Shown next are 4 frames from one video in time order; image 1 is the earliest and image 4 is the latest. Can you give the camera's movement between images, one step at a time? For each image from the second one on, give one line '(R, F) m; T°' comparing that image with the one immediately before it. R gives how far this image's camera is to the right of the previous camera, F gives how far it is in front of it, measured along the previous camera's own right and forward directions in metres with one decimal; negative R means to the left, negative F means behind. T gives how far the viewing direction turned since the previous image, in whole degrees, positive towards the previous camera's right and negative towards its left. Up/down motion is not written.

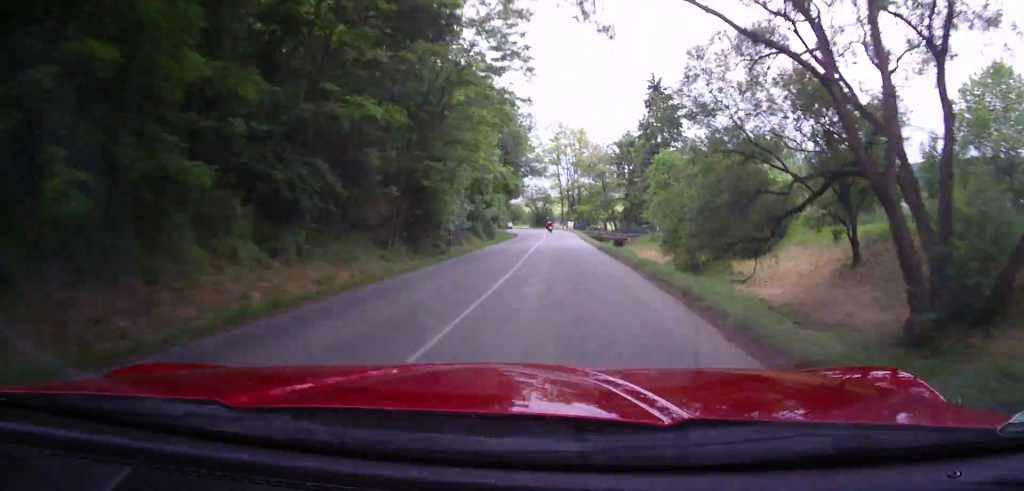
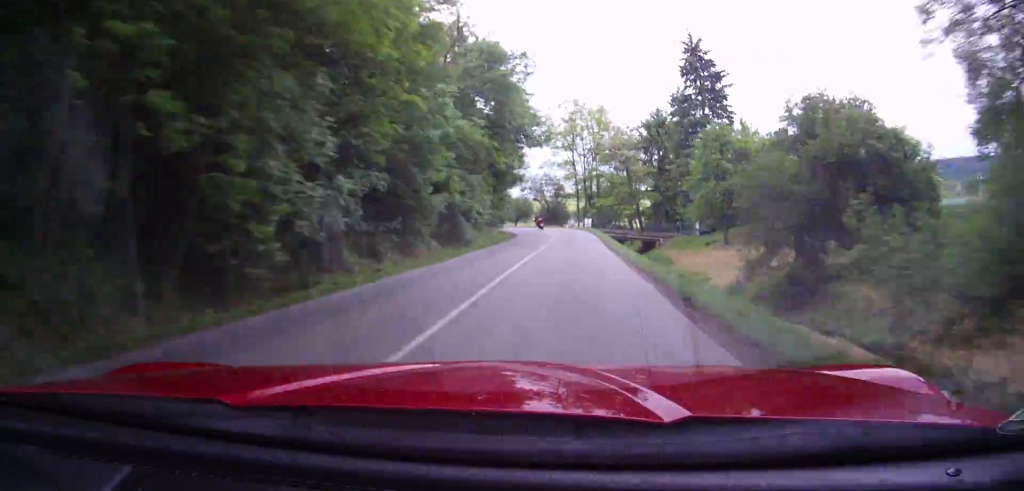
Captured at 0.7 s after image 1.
(-0.5, +17.0) m; -4°
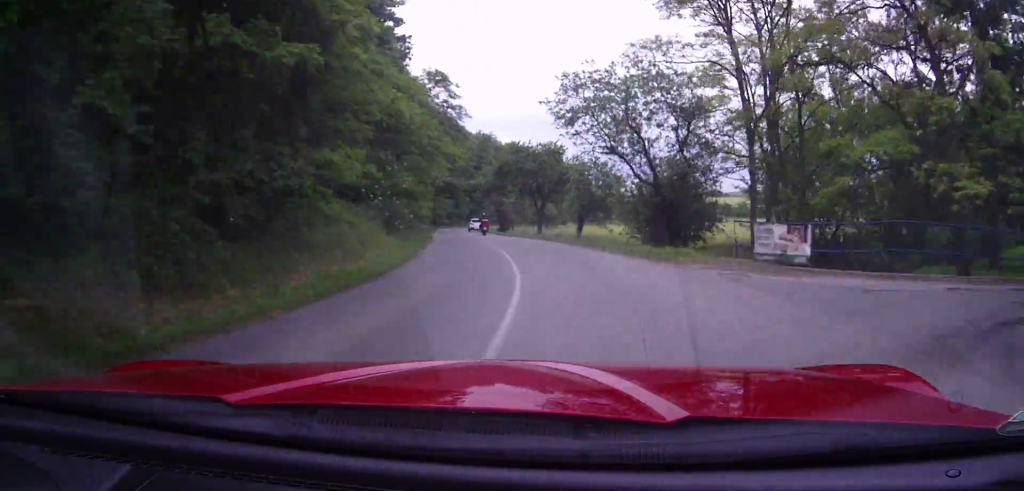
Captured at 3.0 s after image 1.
(-6.5, +63.7) m; -12°
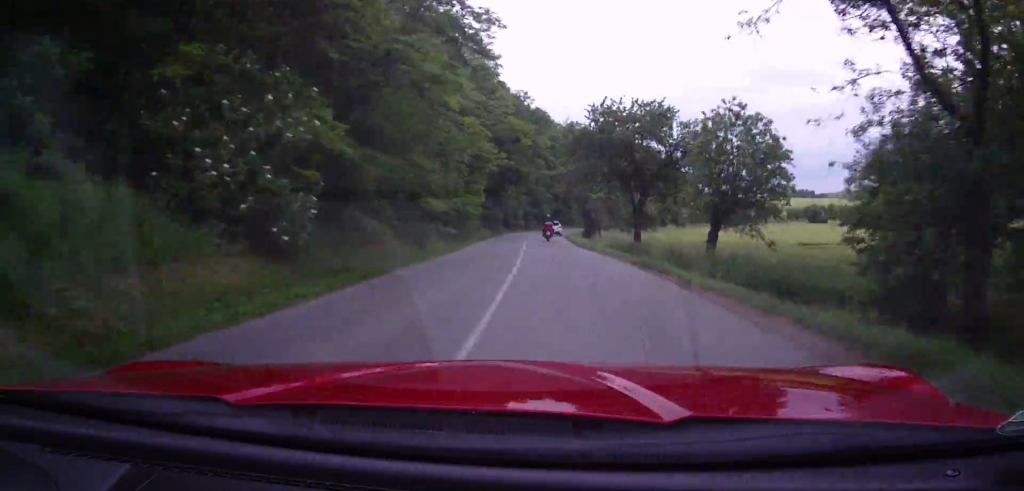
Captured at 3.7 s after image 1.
(-1.6, +21.9) m; -4°
